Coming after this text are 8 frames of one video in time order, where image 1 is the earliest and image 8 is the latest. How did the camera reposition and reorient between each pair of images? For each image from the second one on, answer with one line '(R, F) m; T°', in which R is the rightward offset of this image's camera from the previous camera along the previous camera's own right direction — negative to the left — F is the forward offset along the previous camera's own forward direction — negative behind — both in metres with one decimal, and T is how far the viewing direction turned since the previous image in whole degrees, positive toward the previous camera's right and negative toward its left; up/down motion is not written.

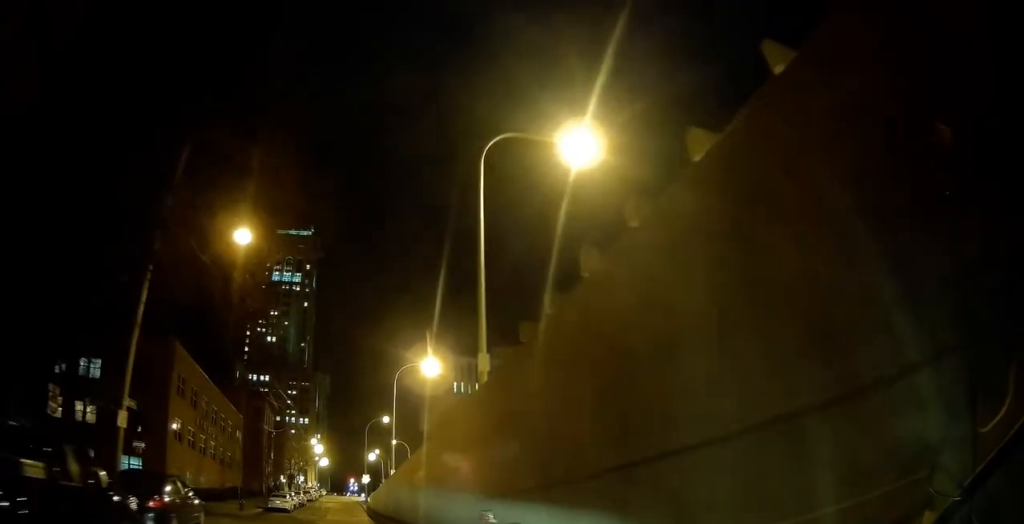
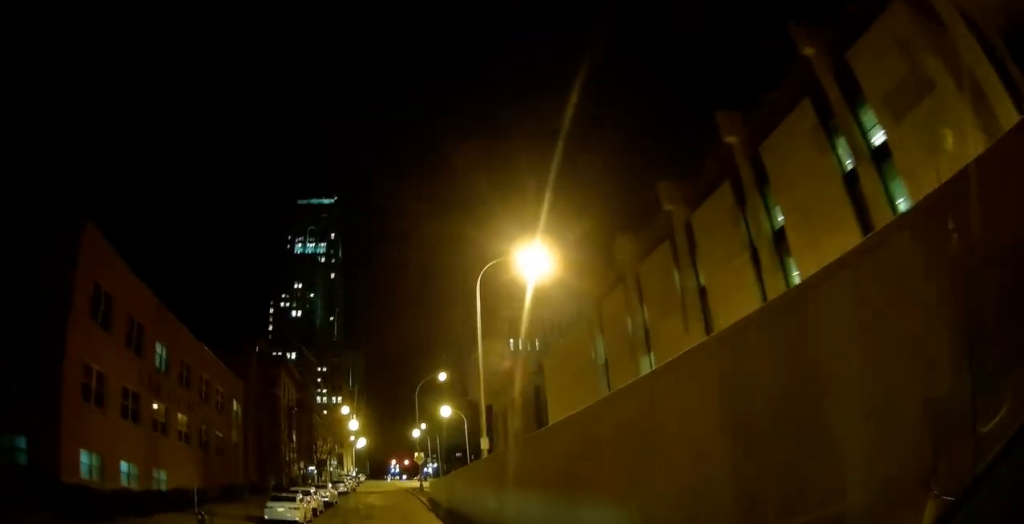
(-0.3, +19.1) m; 0°
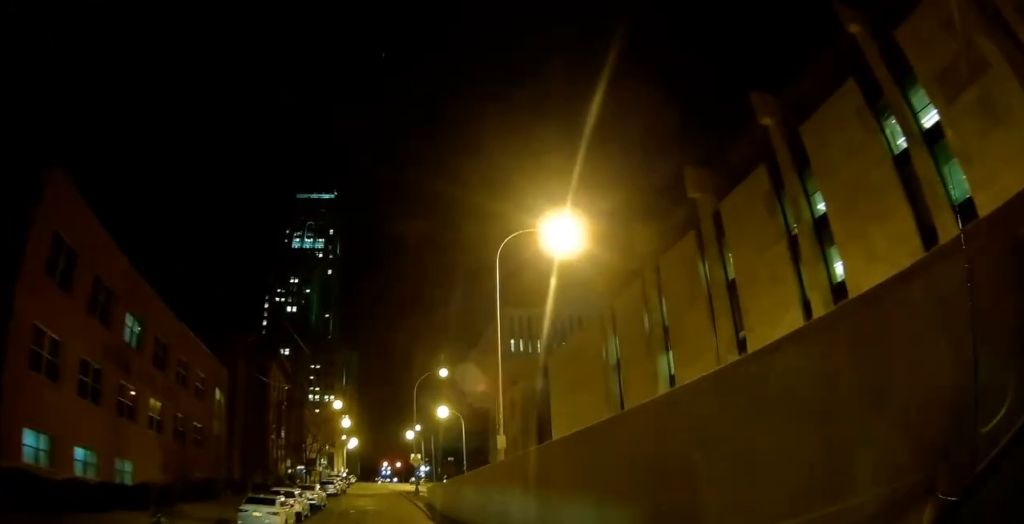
(0.0, +3.8) m; +1°
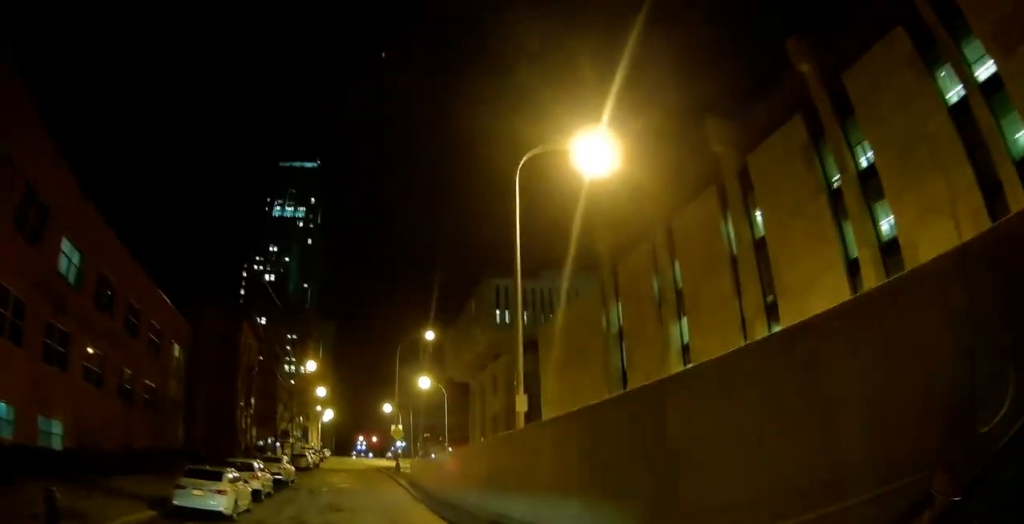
(+0.2, +5.1) m; +2°
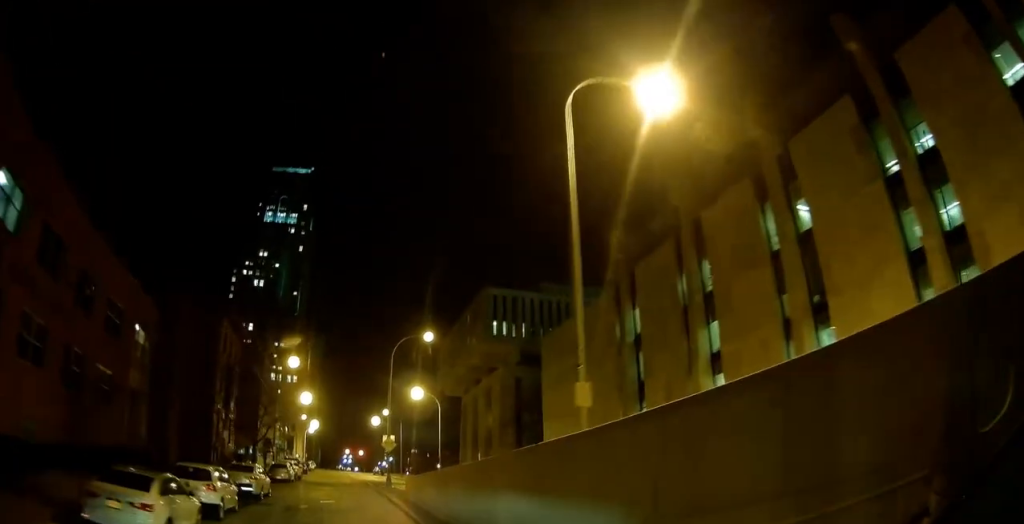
(+0.1, +4.9) m; +1°
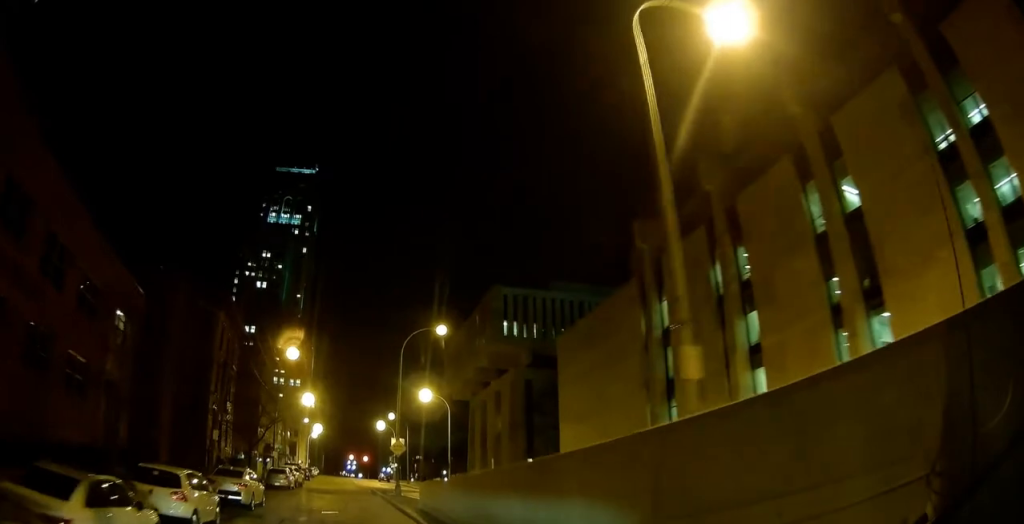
(0.0, +3.6) m; 0°
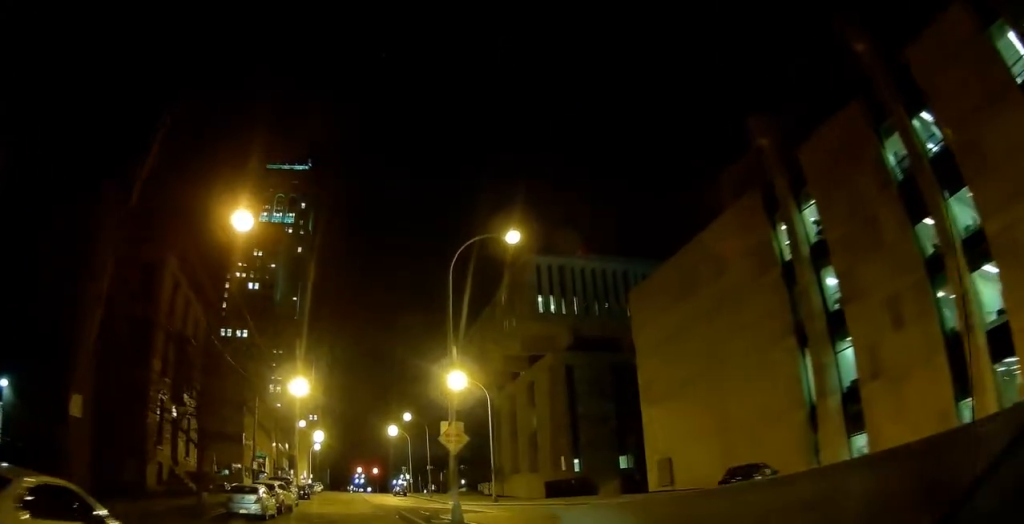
(0.0, +16.0) m; +1°
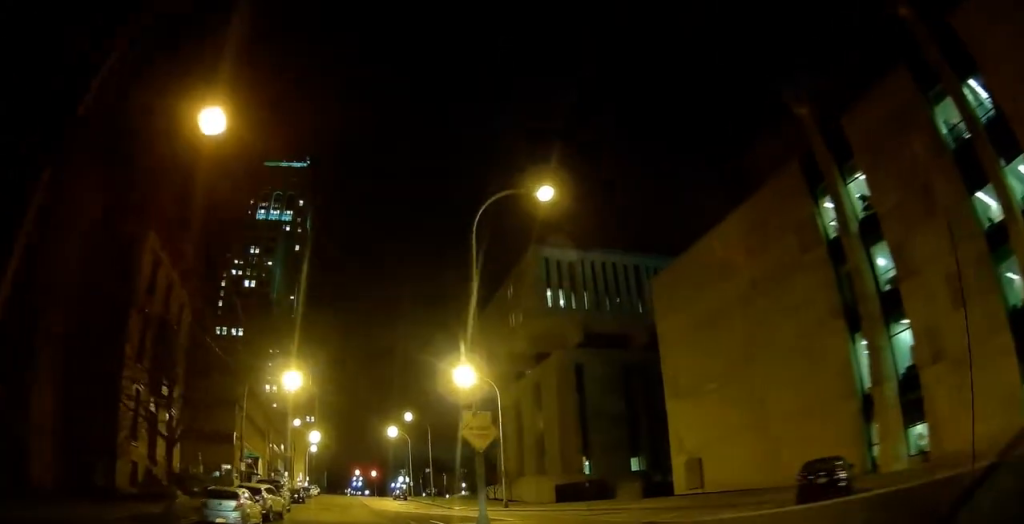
(-0.1, +3.9) m; +1°
